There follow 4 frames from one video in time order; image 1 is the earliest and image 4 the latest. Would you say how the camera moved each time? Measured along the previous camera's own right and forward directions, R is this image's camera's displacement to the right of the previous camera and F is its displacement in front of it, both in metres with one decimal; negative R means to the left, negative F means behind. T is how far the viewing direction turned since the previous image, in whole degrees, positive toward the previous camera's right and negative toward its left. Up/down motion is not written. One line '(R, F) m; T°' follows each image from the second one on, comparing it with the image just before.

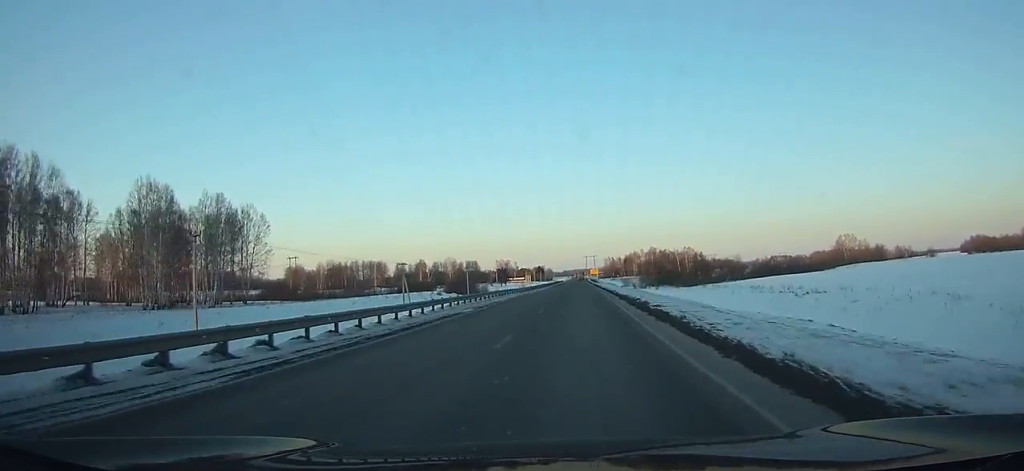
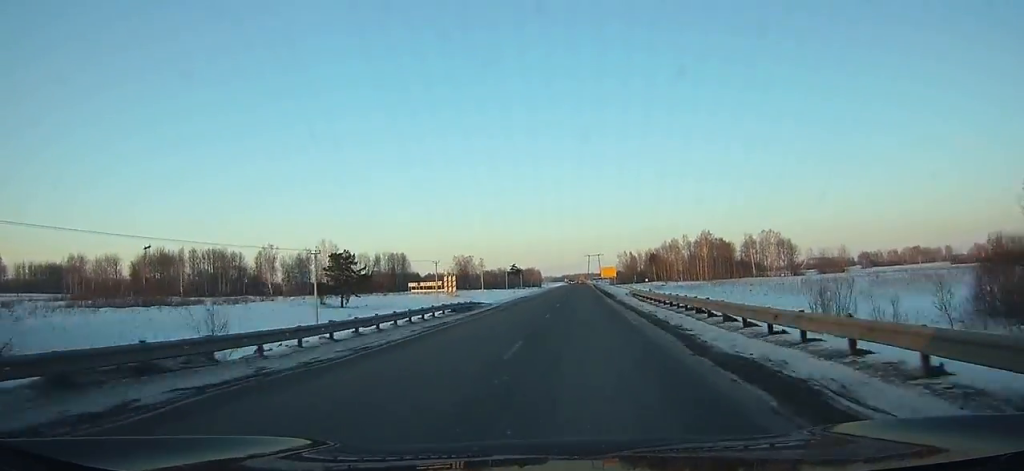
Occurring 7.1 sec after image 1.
(+0.4, +192.7) m; 0°
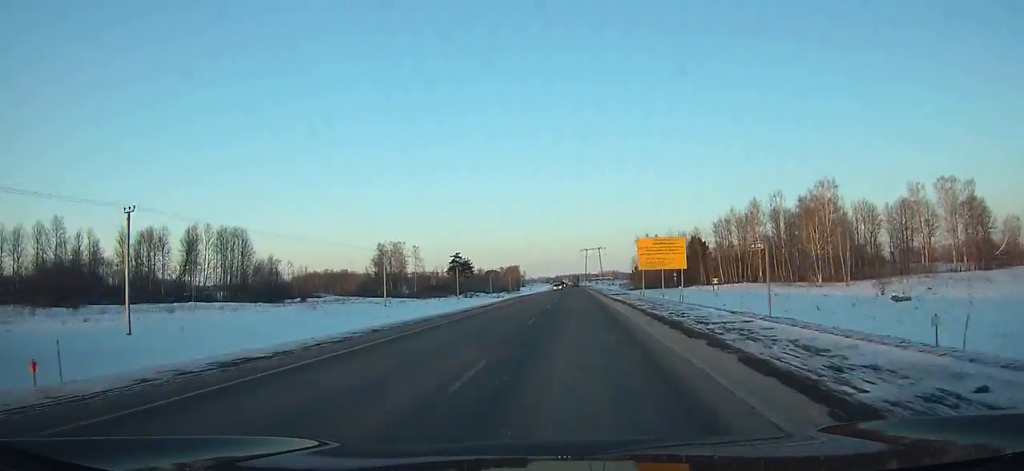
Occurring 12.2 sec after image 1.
(0.0, +135.7) m; 0°
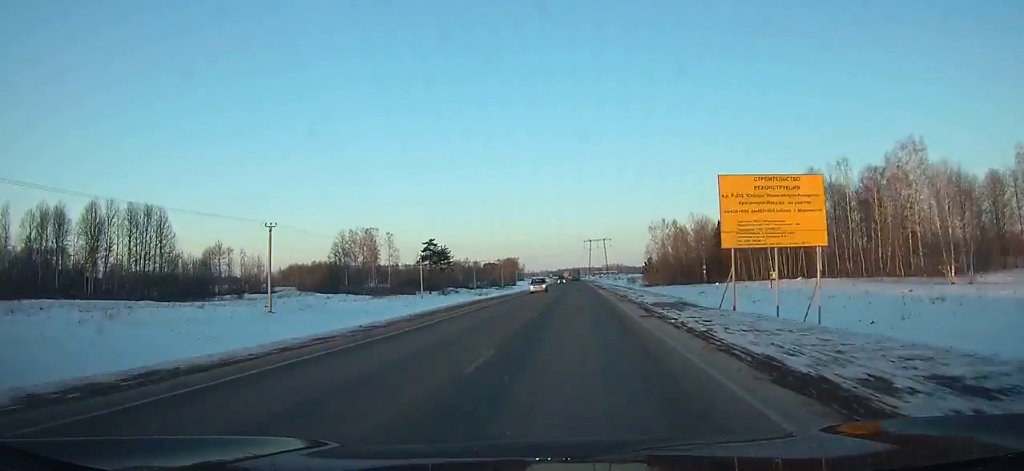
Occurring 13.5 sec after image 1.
(0.0, +34.2) m; 0°
